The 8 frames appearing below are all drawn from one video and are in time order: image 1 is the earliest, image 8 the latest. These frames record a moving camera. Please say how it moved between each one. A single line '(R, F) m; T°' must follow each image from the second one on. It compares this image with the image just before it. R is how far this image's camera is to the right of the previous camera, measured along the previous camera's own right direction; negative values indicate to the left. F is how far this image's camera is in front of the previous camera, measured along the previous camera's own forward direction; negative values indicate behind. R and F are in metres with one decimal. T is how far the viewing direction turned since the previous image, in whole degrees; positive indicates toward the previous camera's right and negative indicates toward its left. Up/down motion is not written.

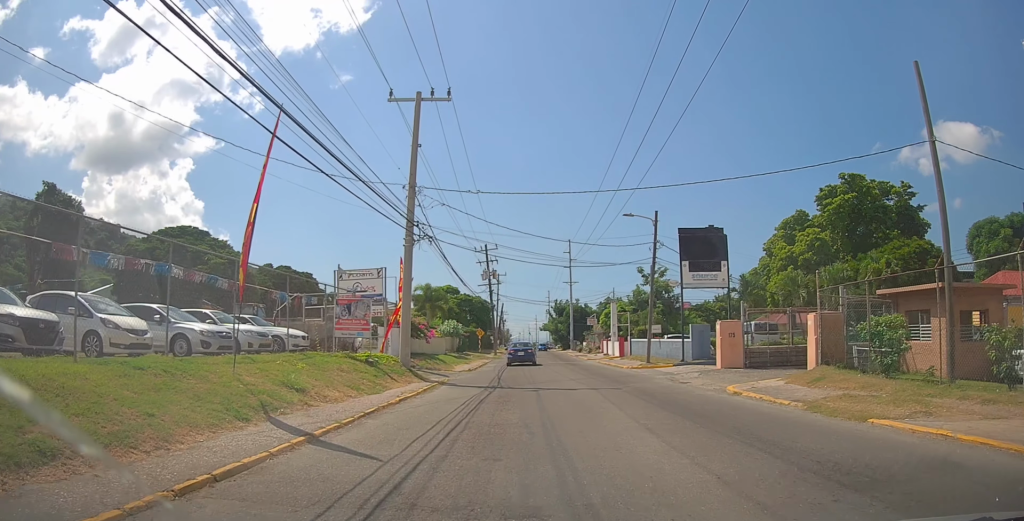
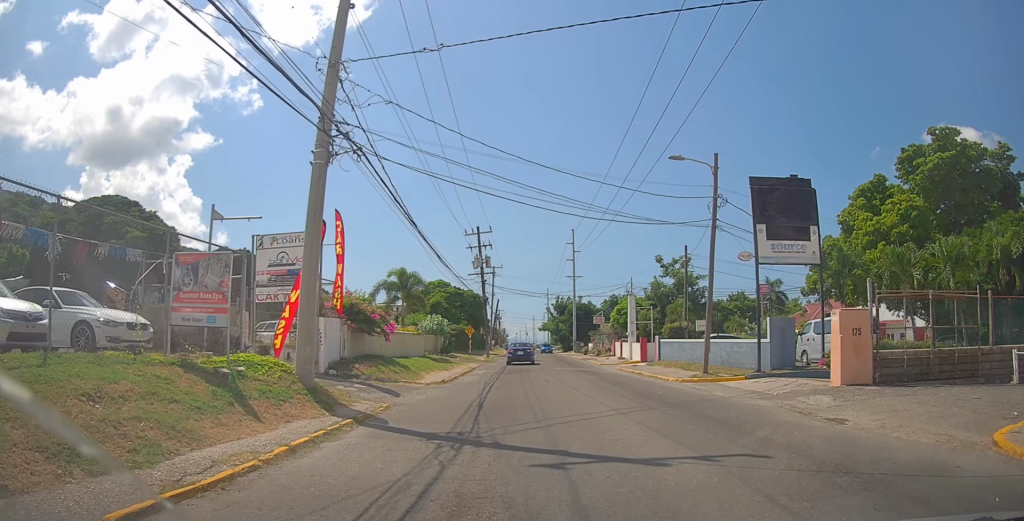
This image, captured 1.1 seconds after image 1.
(-0.1, +9.2) m; -1°
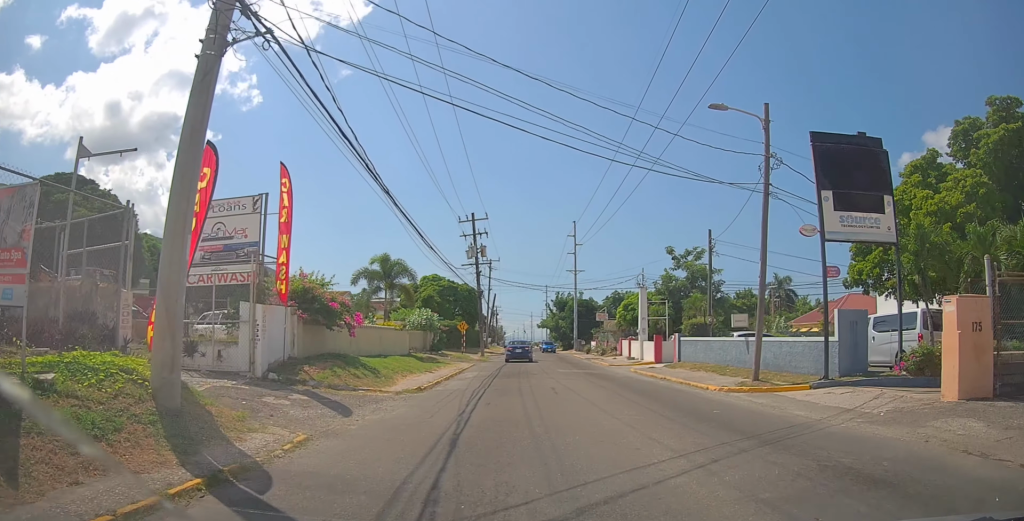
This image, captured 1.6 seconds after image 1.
(+0.1, +4.4) m; 0°
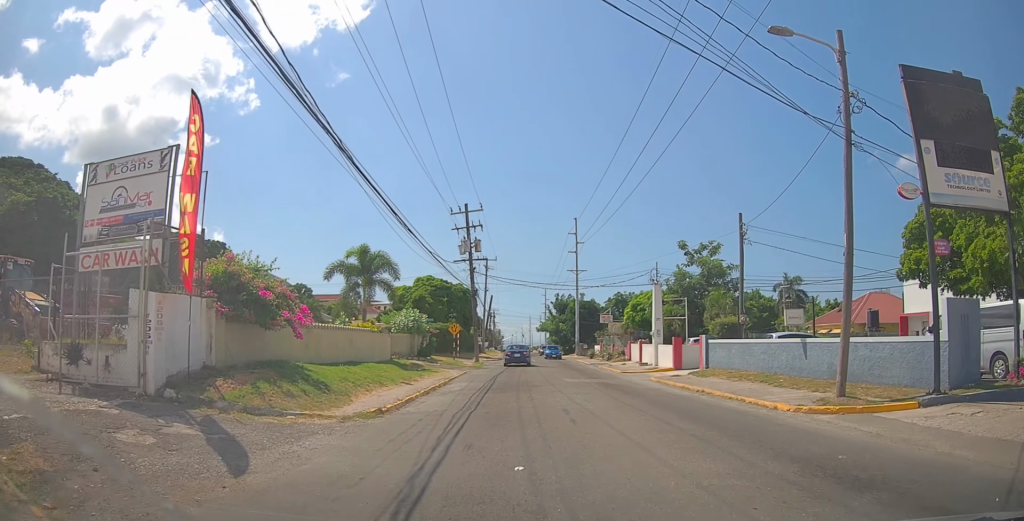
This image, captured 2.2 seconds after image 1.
(-0.2, +4.3) m; 0°
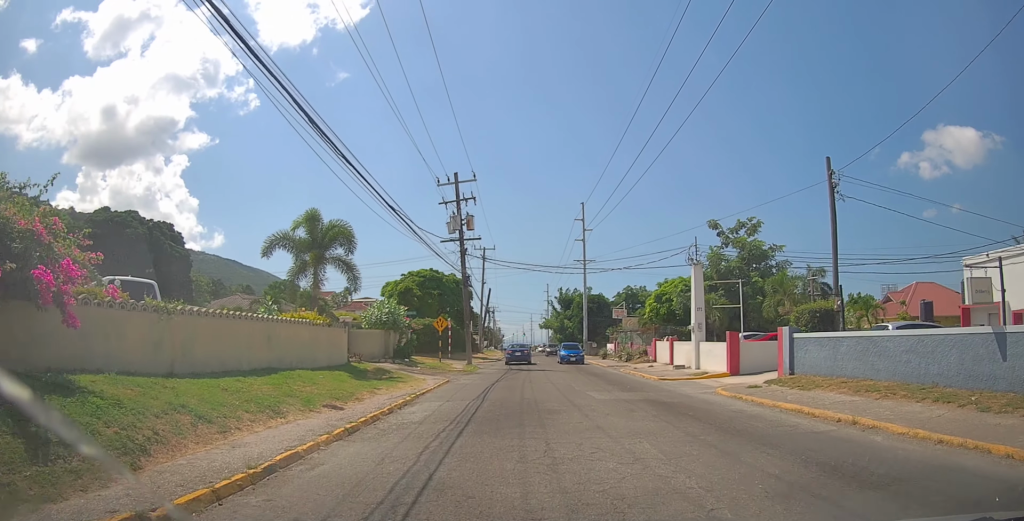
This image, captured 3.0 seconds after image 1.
(+0.1, +7.3) m; +2°
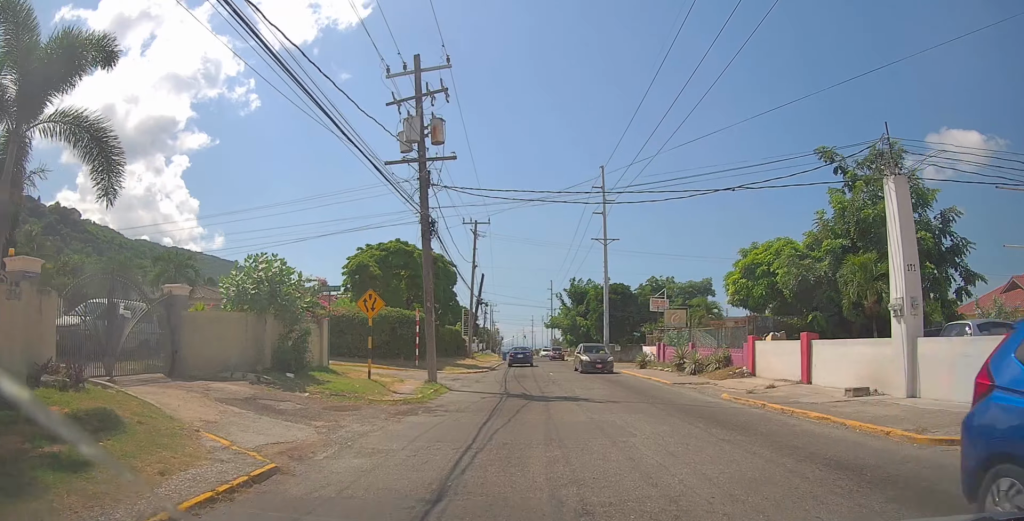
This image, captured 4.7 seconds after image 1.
(+0.3, +14.7) m; -1°
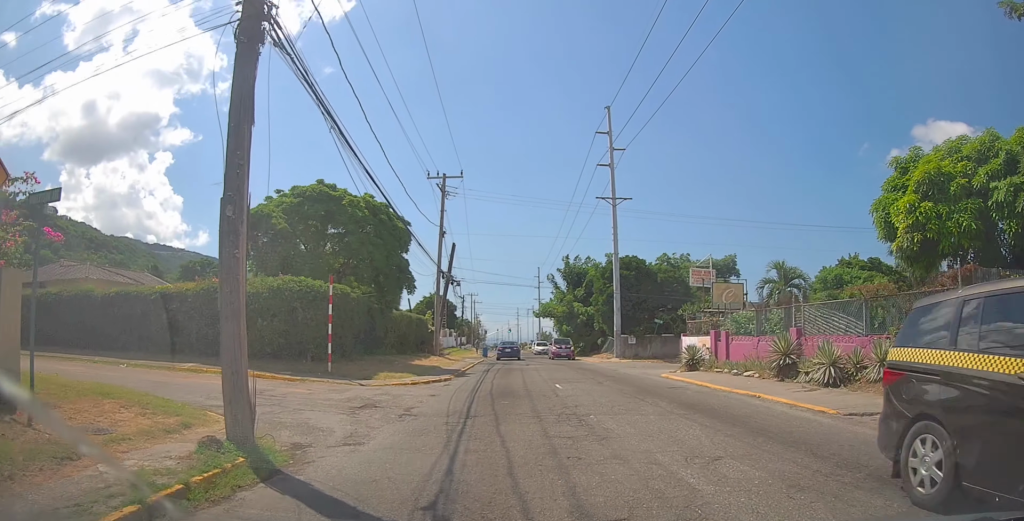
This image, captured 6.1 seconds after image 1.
(-0.4, +12.4) m; -1°
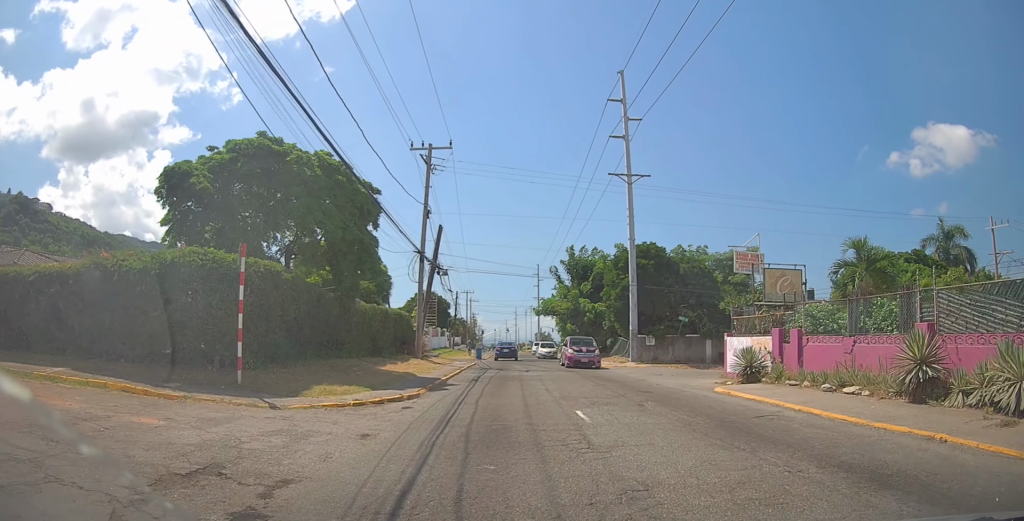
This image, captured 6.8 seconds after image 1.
(0.0, +6.0) m; +1°
